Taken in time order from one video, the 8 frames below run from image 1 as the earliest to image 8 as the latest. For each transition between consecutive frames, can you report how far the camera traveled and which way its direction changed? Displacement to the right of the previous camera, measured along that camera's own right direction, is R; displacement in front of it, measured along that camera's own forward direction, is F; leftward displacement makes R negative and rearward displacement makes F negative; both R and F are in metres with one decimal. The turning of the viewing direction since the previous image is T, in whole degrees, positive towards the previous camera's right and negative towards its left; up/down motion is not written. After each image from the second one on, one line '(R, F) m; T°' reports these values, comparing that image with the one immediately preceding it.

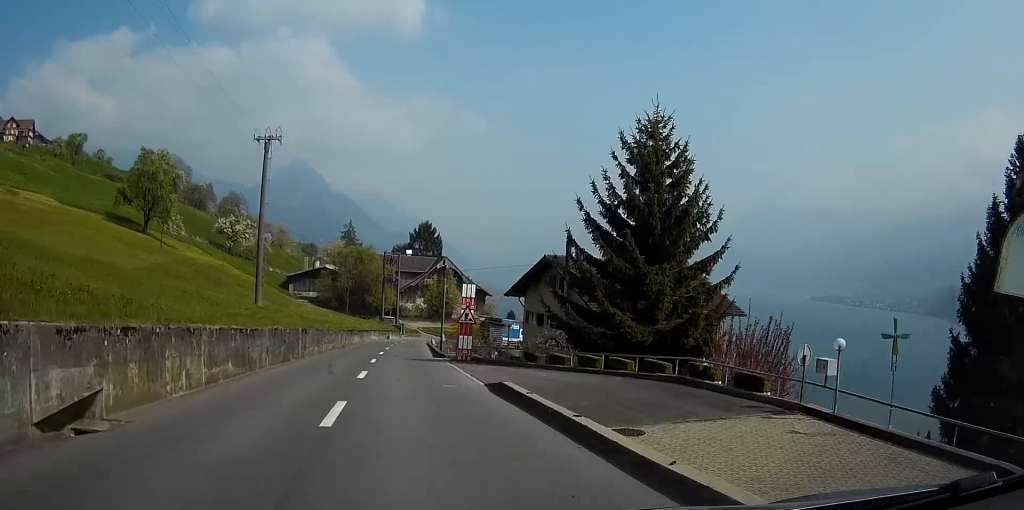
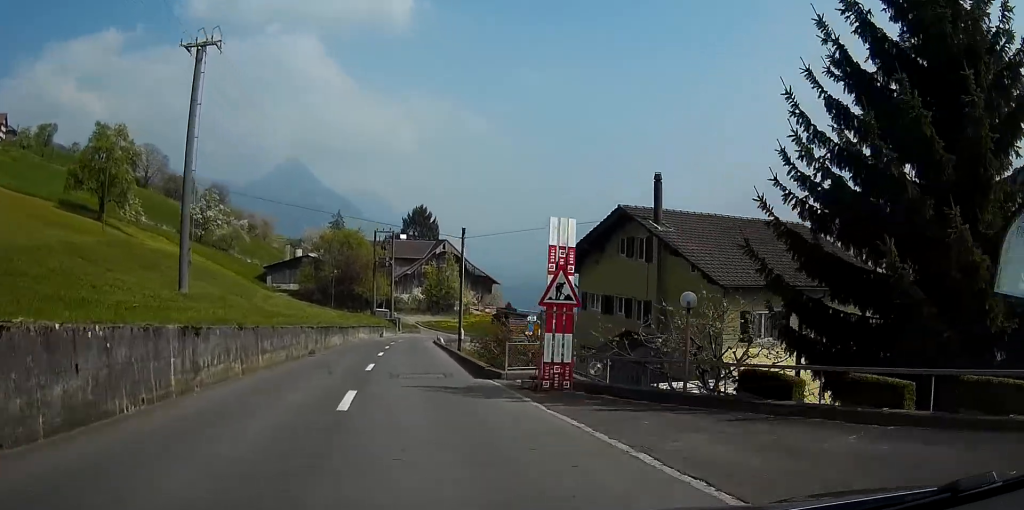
(+0.2, +17.2) m; +1°
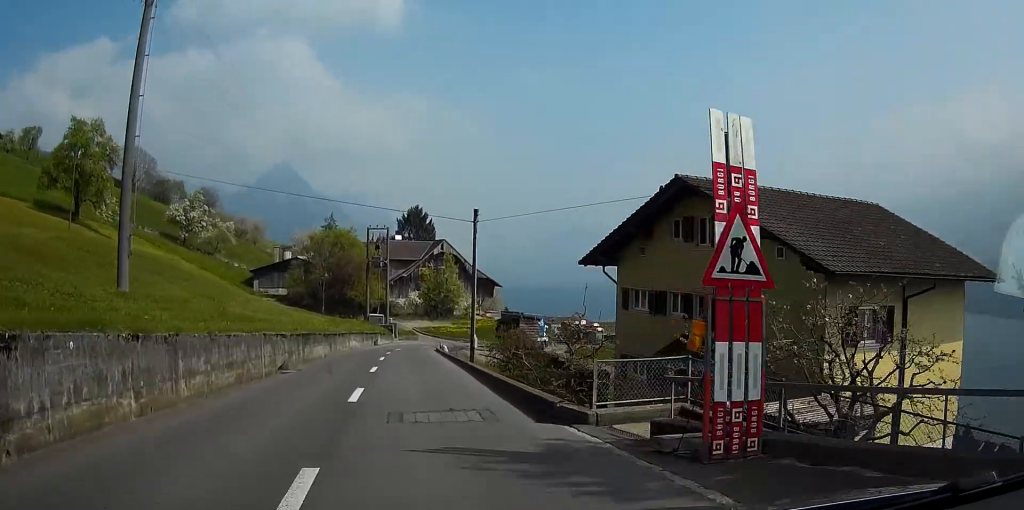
(0.0, +6.9) m; 0°
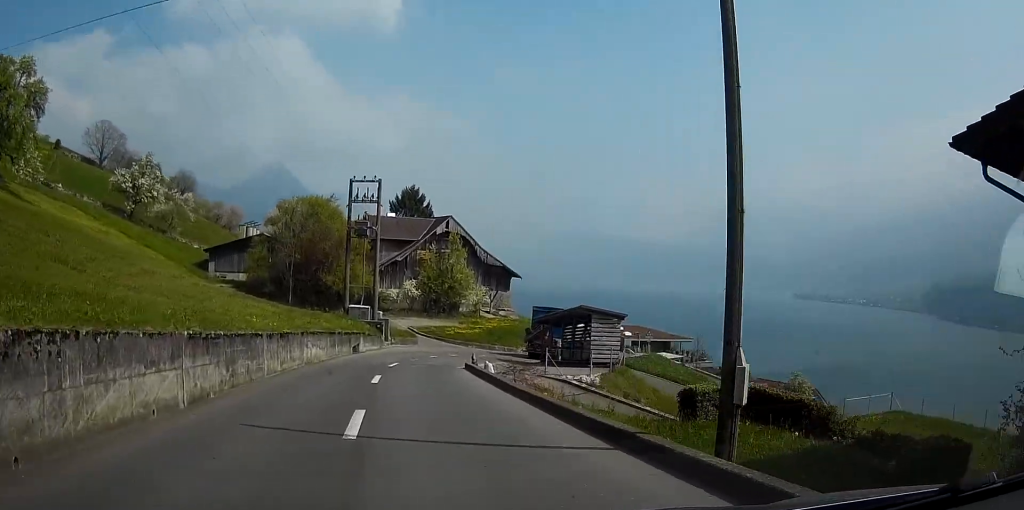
(0.0, +22.1) m; 0°
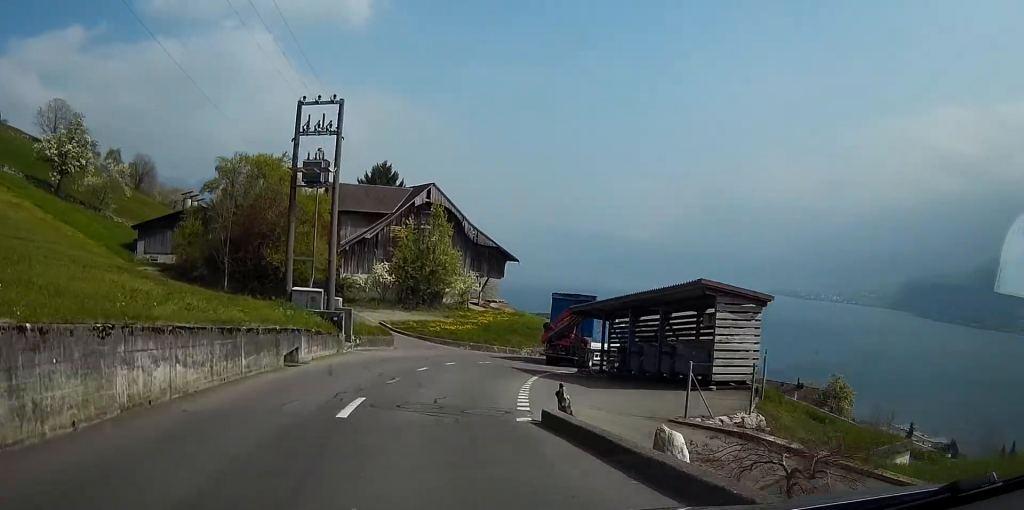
(+0.2, +15.4) m; +2°
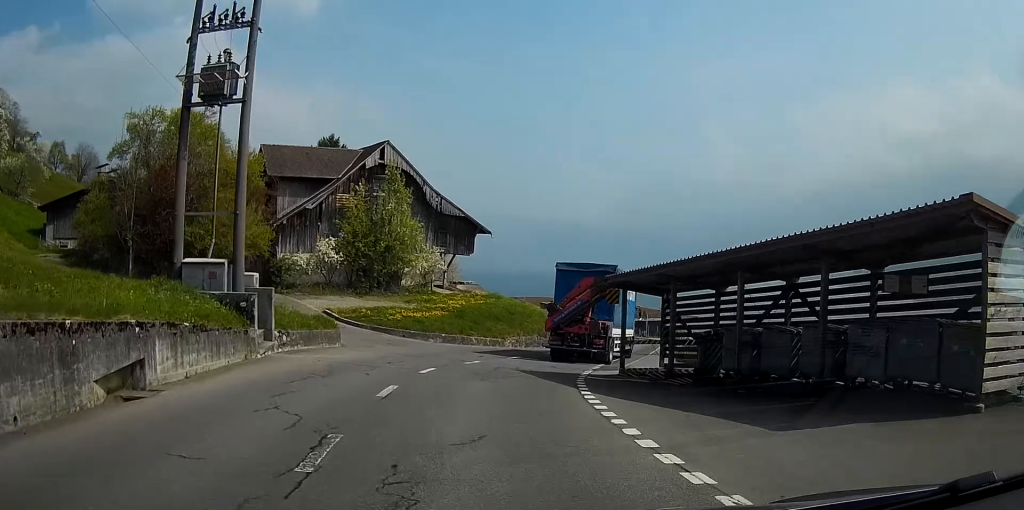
(+0.2, +10.7) m; +3°
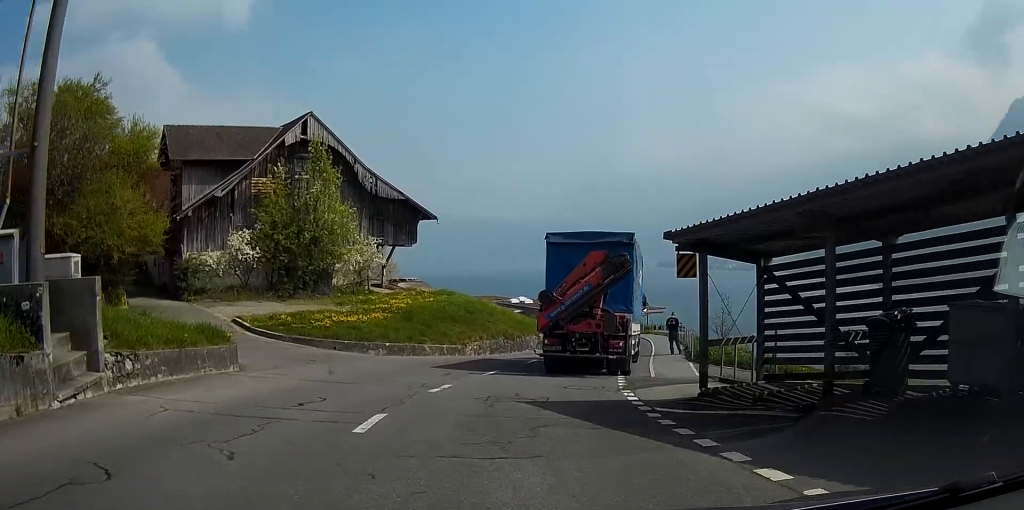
(+0.4, +8.6) m; +8°
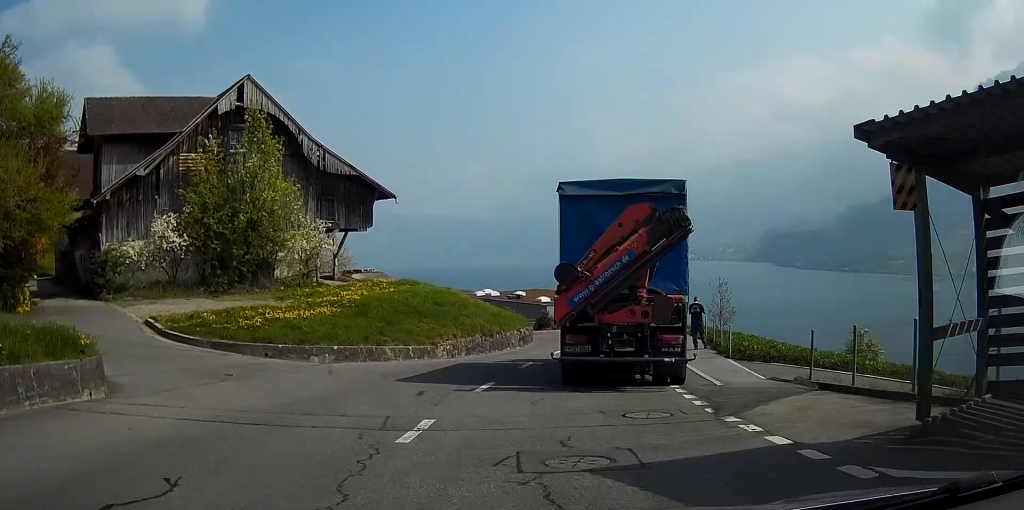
(+0.6, +6.3) m; +6°
